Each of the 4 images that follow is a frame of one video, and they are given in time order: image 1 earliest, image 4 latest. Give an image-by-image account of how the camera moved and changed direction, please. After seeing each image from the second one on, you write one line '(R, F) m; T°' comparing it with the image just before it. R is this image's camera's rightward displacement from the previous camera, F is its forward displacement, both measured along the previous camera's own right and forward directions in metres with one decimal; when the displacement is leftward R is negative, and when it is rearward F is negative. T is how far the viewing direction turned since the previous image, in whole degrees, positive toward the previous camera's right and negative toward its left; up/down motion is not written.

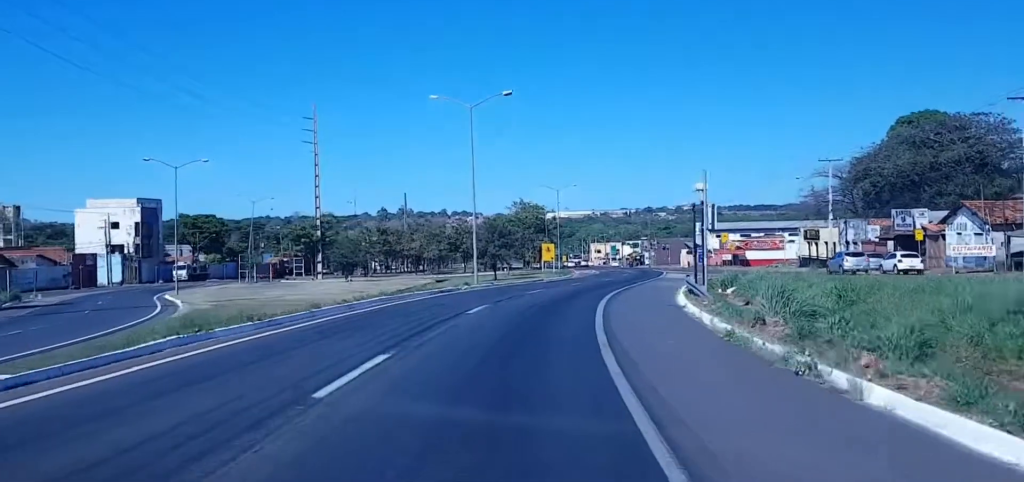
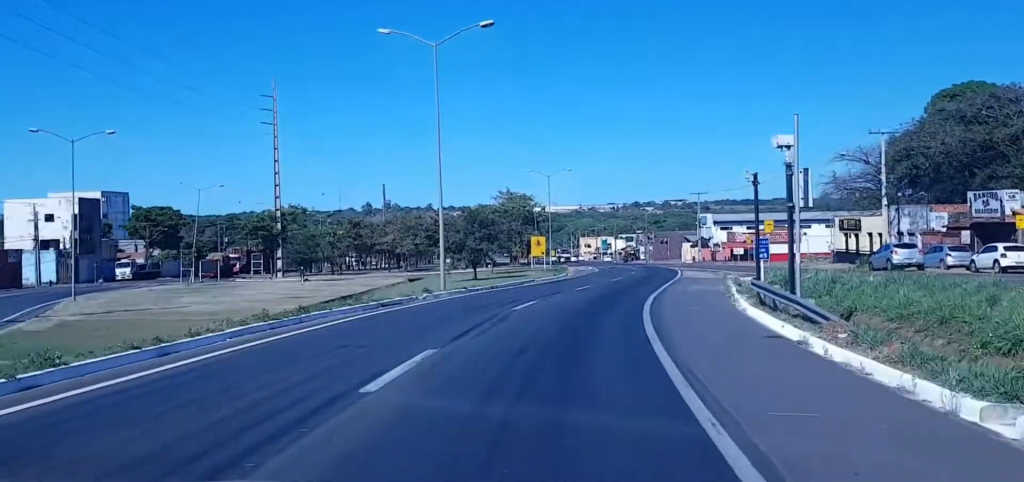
(-0.5, +15.4) m; -2°
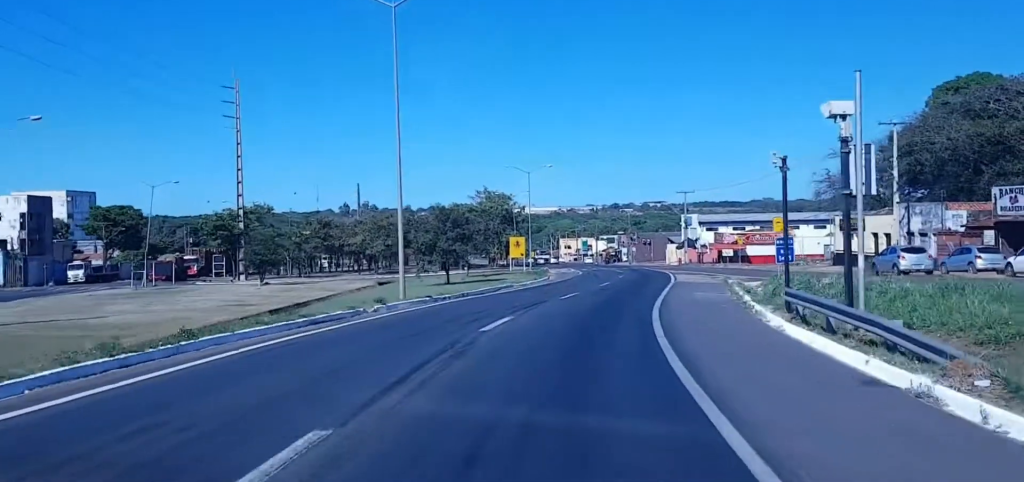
(0.0, +6.8) m; +1°
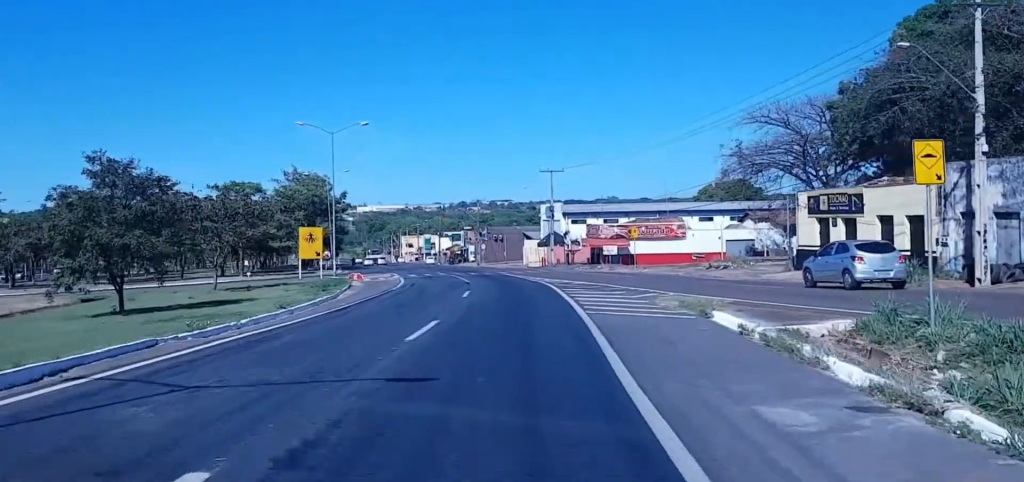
(+1.8, +32.4) m; +7°
